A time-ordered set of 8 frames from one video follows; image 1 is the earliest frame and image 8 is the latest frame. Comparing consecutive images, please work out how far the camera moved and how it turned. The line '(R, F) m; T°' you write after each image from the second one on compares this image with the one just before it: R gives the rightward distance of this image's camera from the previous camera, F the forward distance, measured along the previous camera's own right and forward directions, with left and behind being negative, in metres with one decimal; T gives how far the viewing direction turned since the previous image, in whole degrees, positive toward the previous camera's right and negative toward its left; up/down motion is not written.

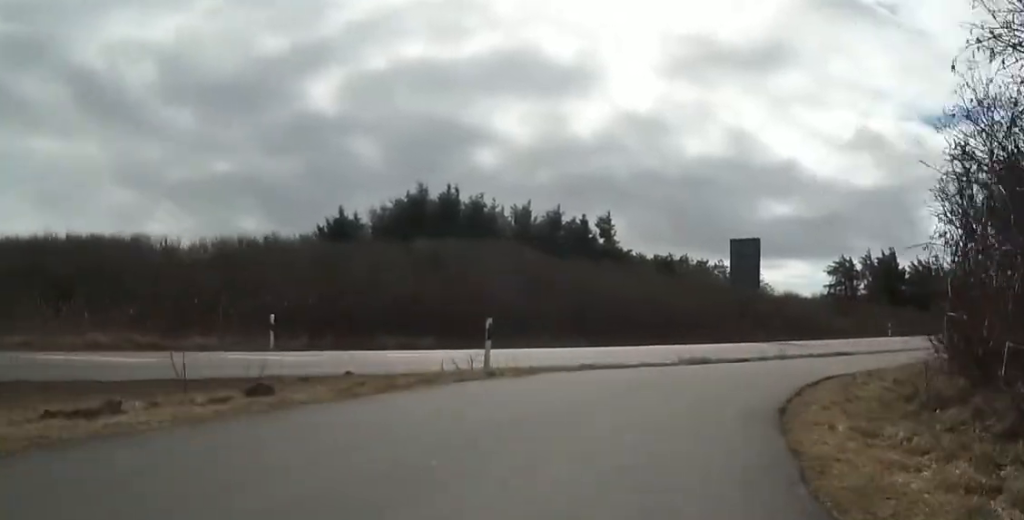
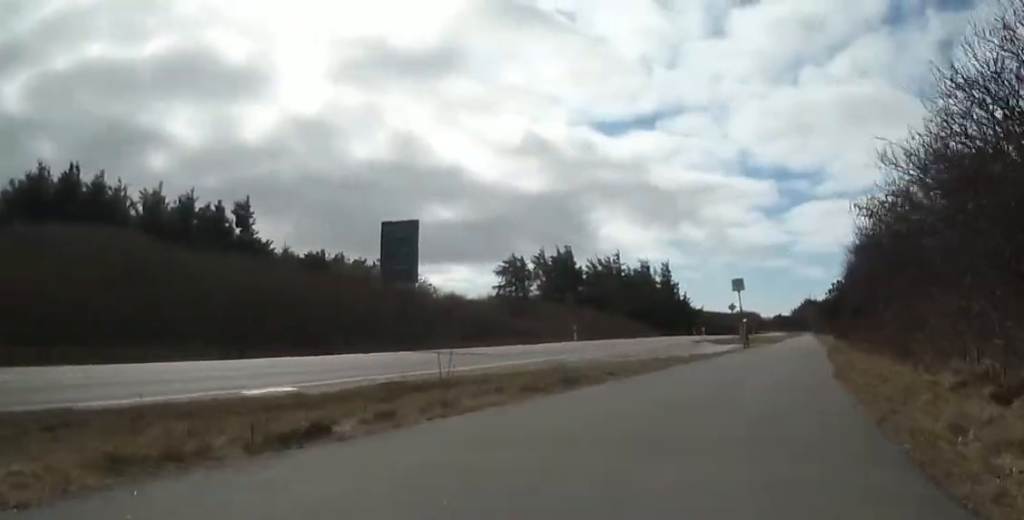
(+2.2, +8.7) m; +27°
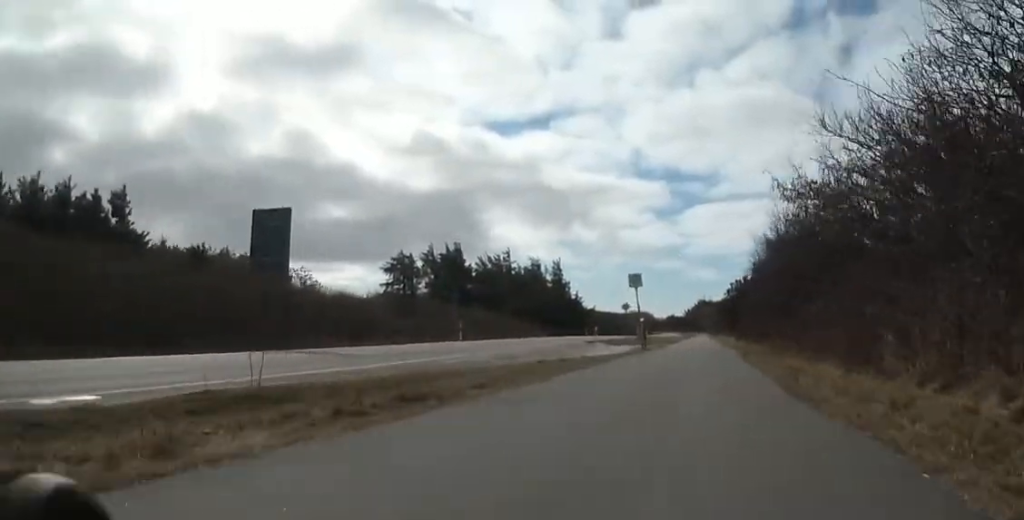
(+0.3, +2.7) m; 0°
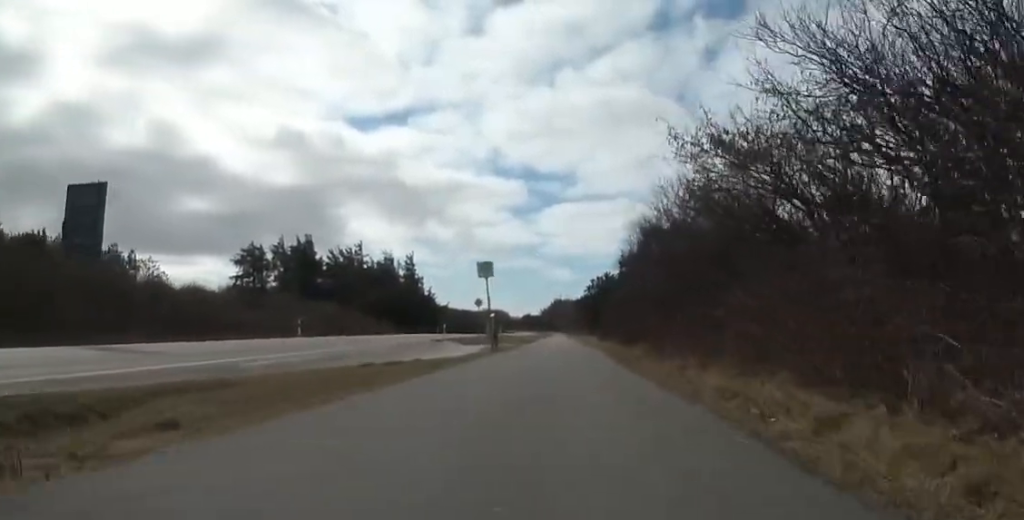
(+0.2, +4.1) m; -1°
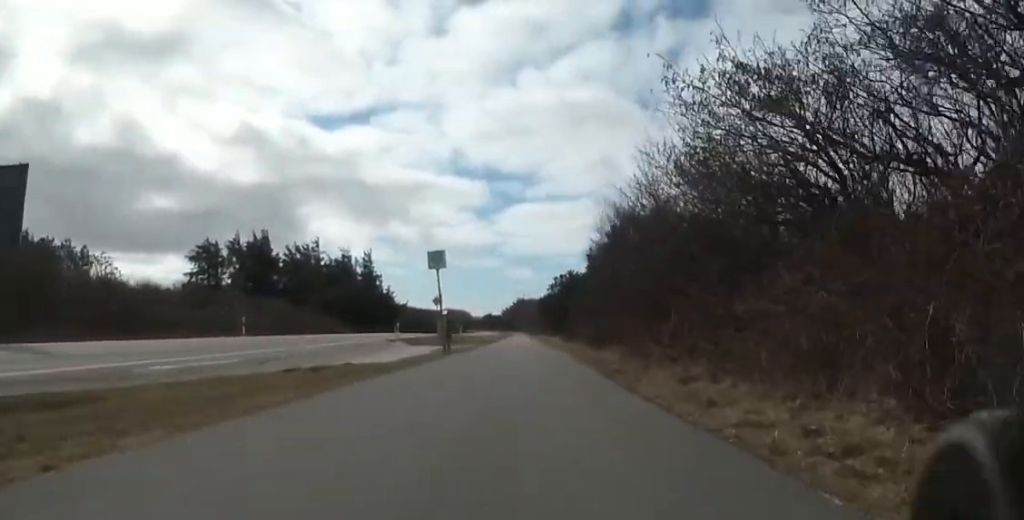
(-0.3, +3.1) m; -3°
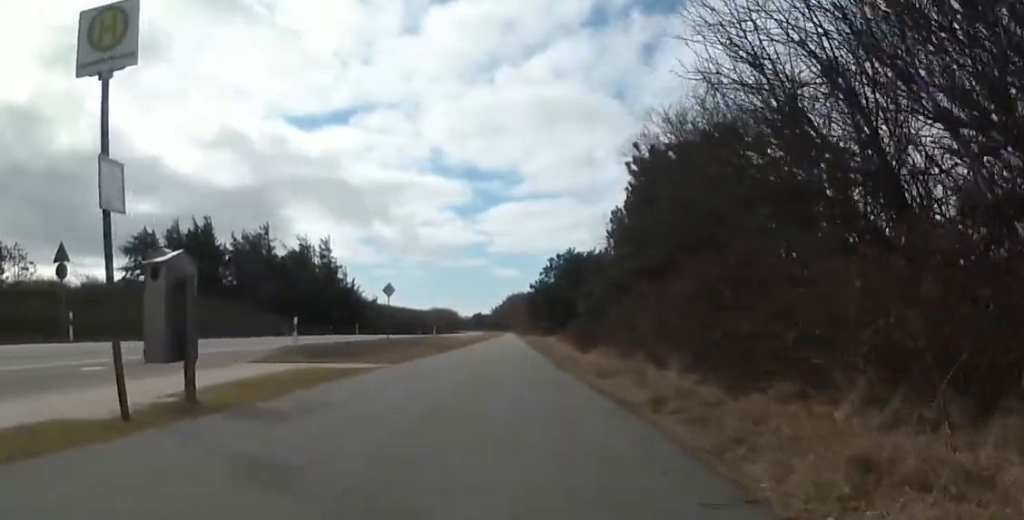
(-0.5, +17.5) m; +5°
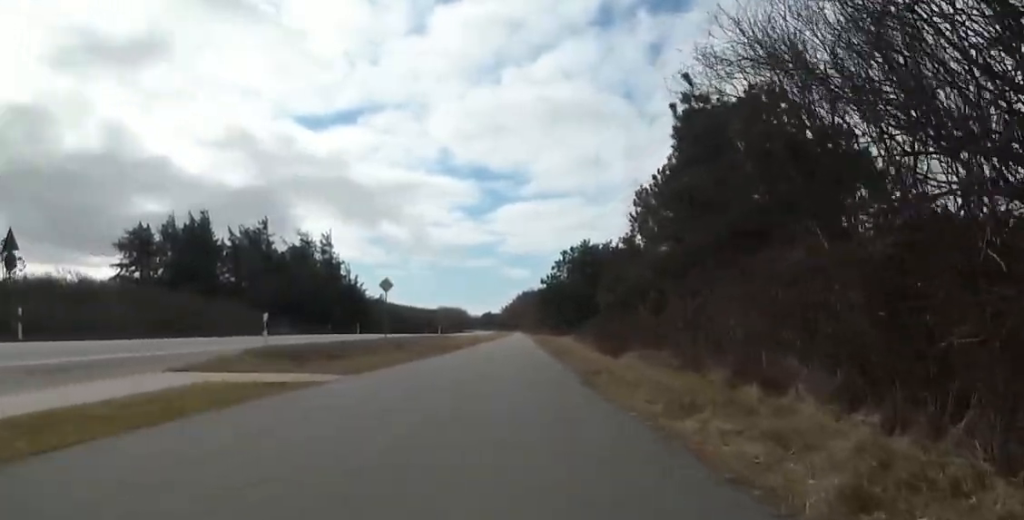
(+0.3, +4.0) m; +5°
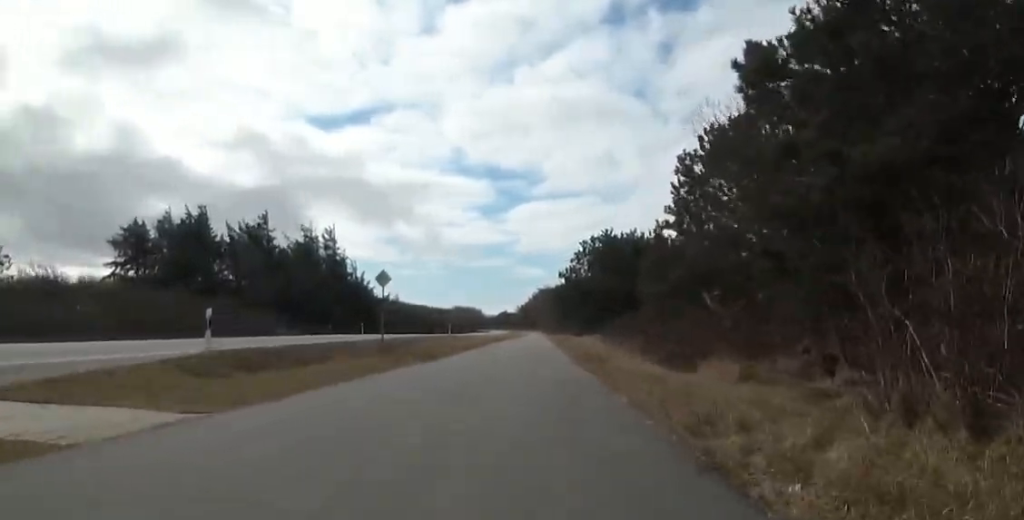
(+0.2, +4.9) m; -1°
